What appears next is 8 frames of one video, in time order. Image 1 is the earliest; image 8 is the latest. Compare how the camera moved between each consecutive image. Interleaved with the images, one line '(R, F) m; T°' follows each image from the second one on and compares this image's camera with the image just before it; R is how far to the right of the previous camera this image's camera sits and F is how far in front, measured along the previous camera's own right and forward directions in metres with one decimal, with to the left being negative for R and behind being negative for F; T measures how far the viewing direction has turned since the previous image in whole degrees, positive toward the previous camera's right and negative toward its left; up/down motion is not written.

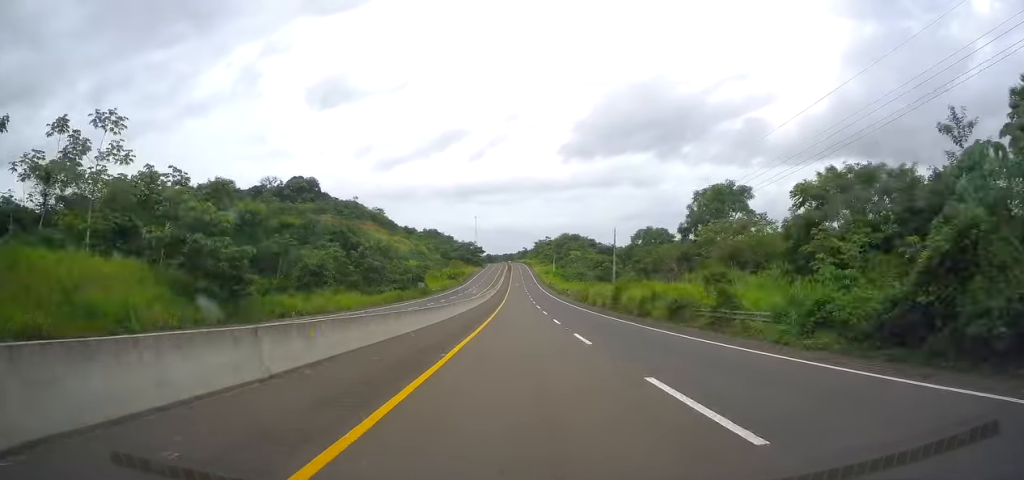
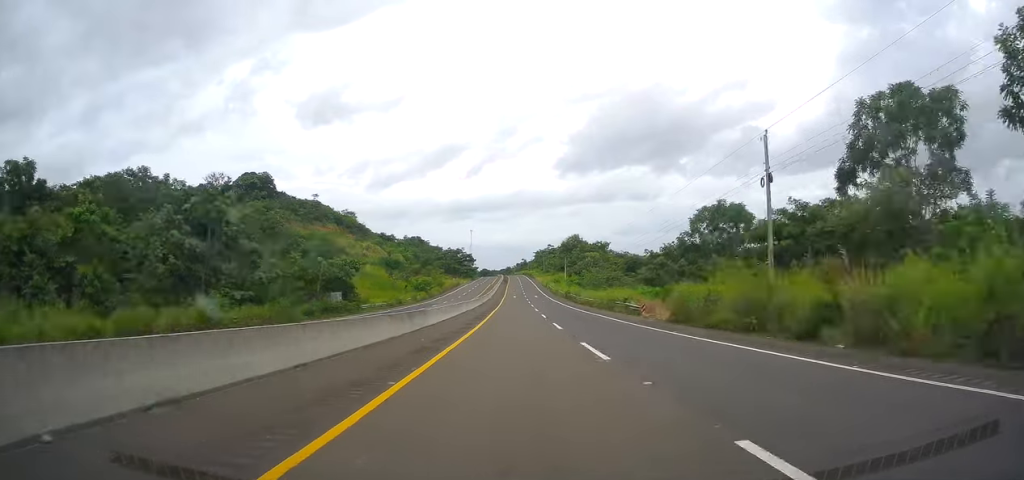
(-0.2, +55.4) m; 0°
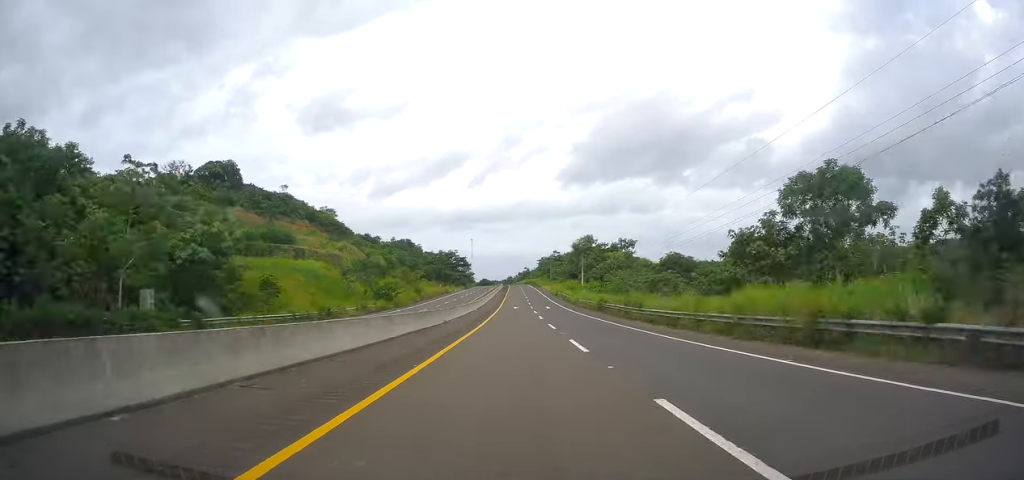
(+0.2, +34.5) m; 0°
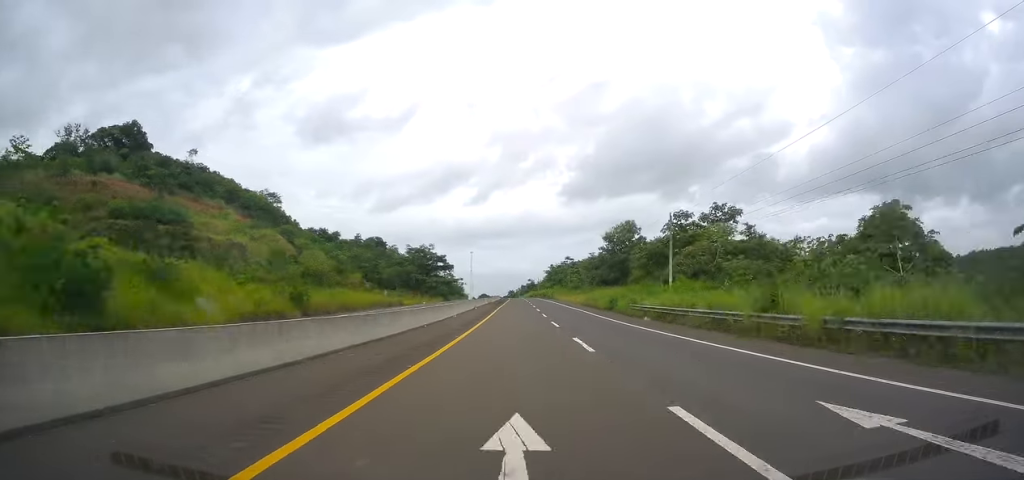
(0.0, +63.7) m; 0°
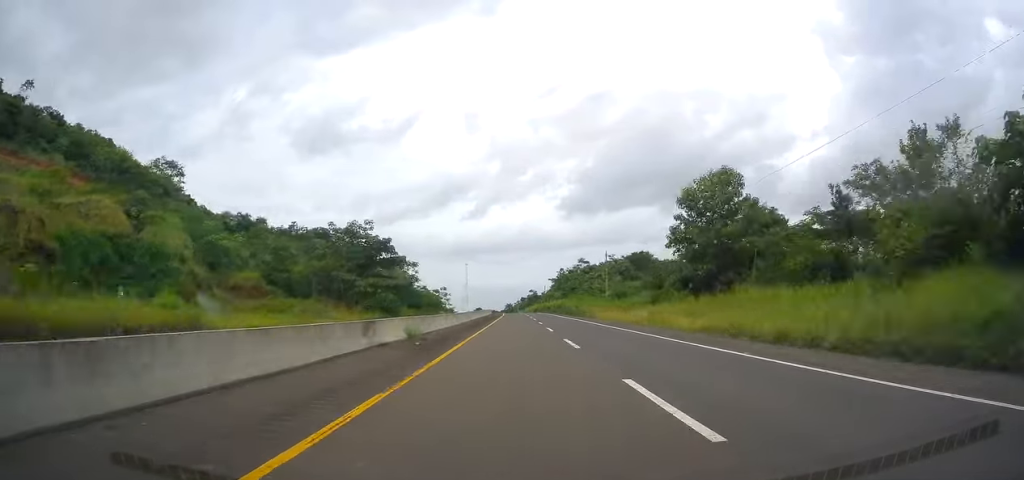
(+0.1, +60.6) m; 0°
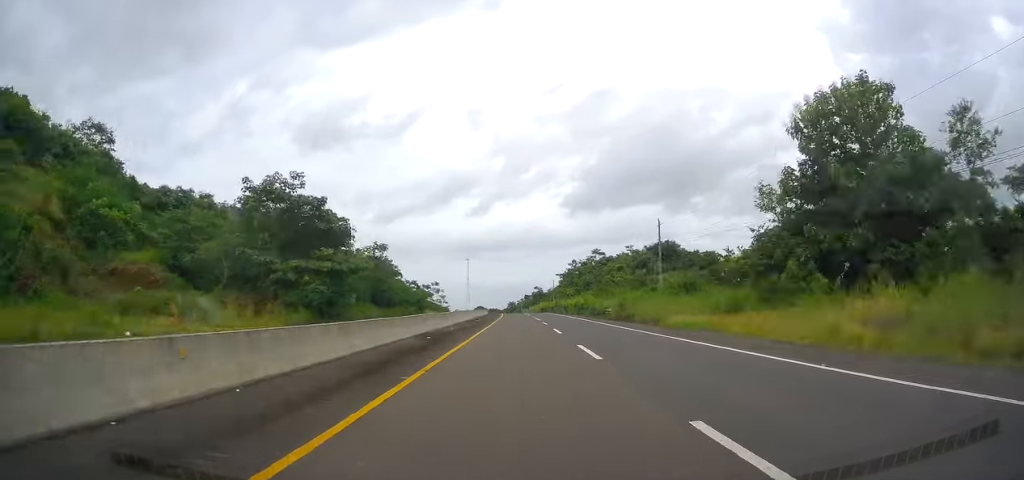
(-0.1, +28.6) m; 0°
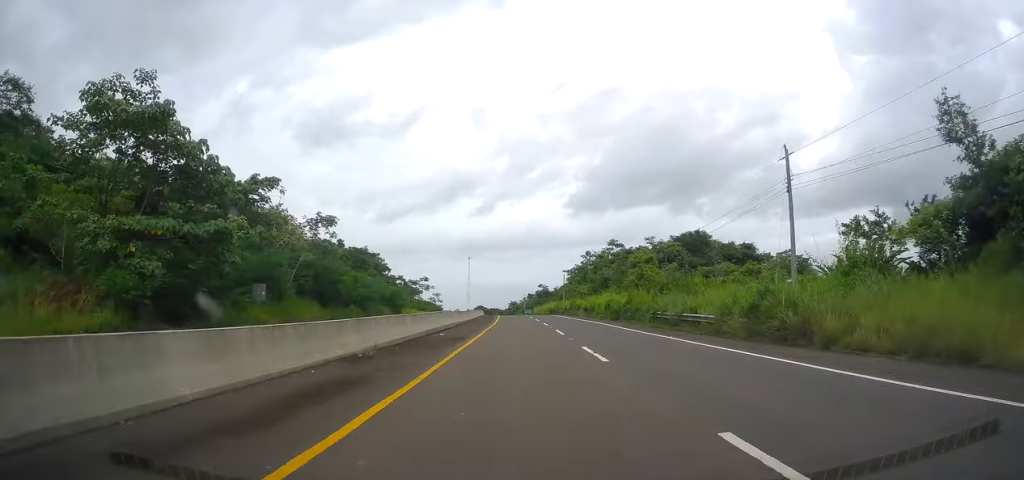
(-0.1, +25.8) m; 0°
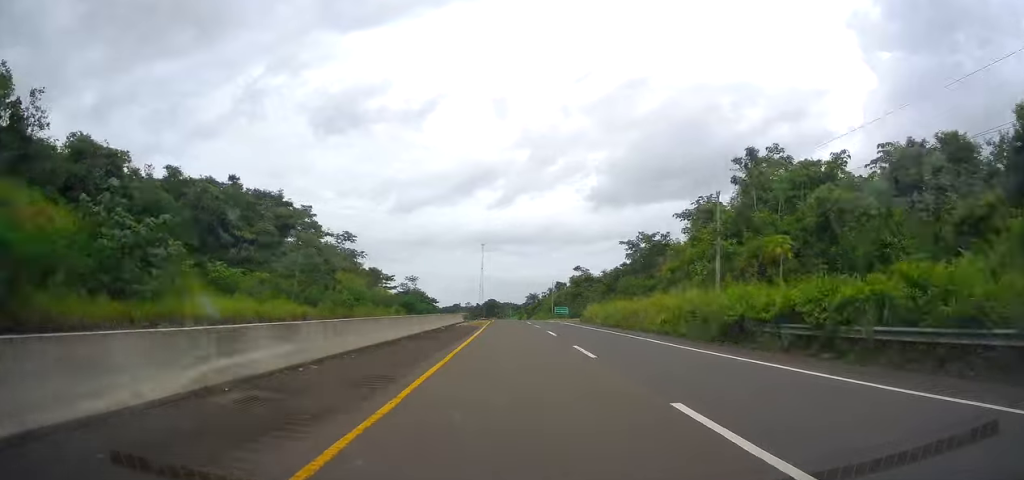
(-0.8, +86.6) m; -1°
